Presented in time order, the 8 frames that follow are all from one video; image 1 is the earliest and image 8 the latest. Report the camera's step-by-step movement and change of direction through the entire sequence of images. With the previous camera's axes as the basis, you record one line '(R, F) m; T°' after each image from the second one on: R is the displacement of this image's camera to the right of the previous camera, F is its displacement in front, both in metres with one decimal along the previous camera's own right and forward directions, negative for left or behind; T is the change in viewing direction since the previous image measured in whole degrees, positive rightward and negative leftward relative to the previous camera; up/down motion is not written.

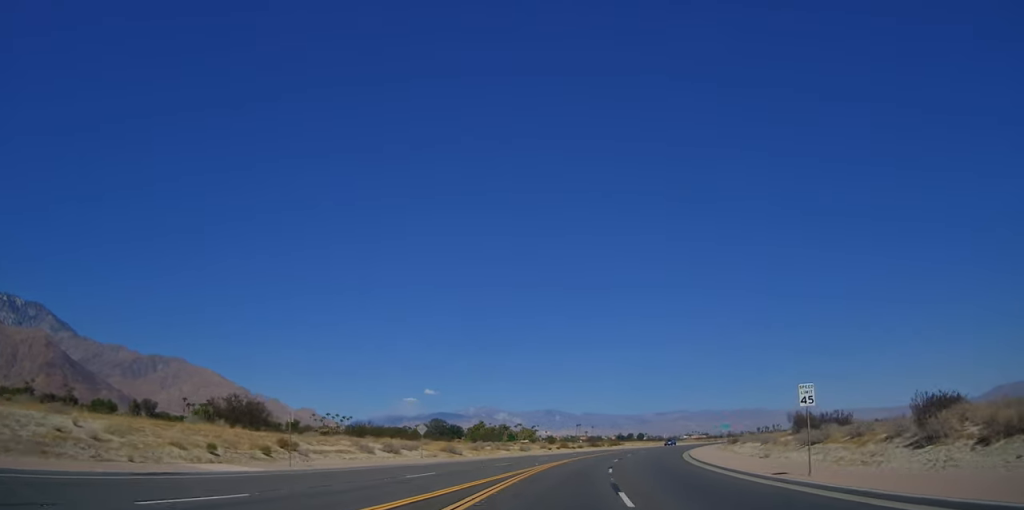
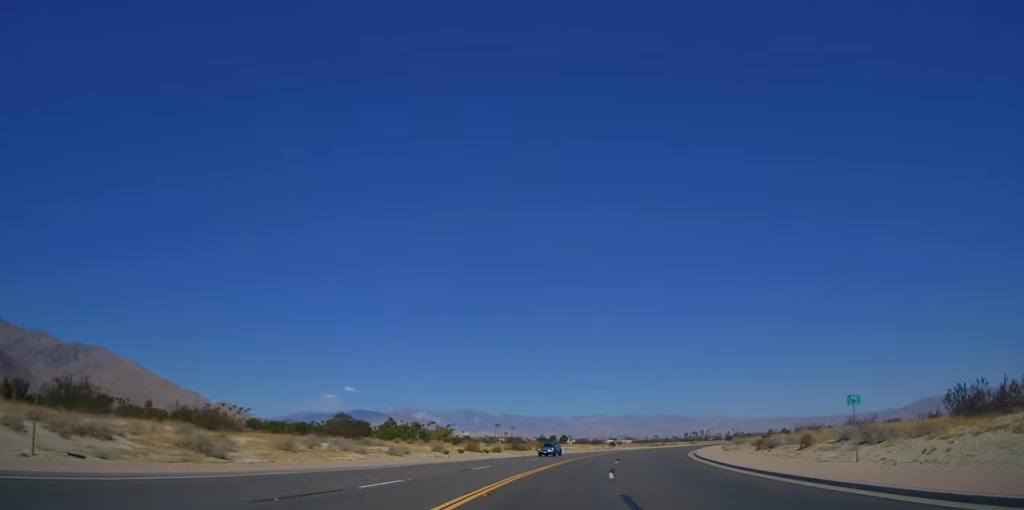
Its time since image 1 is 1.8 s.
(+2.3, +34.6) m; +7°
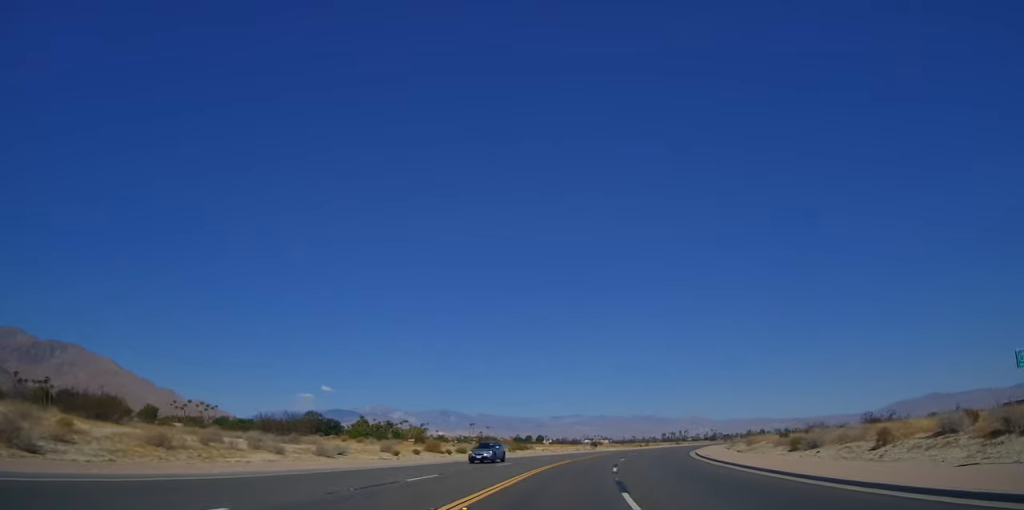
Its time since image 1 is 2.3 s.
(+0.5, +10.4) m; +2°
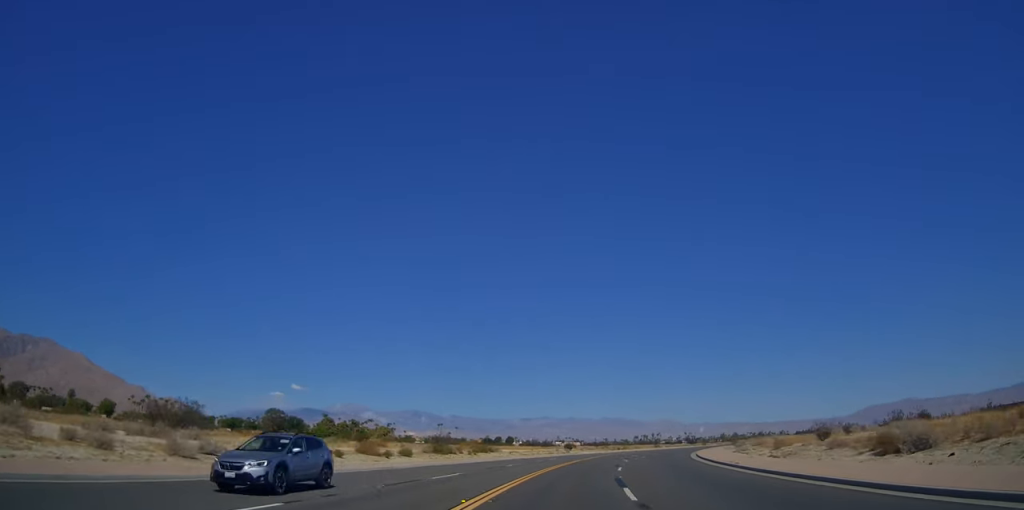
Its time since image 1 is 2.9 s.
(+0.4, +12.3) m; +3°
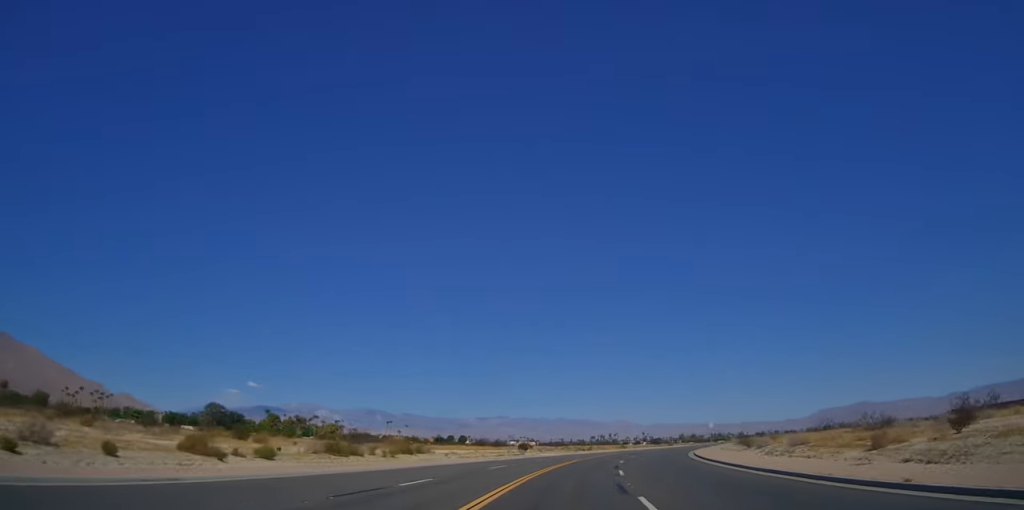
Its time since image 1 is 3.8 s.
(+0.2, +17.6) m; +3°
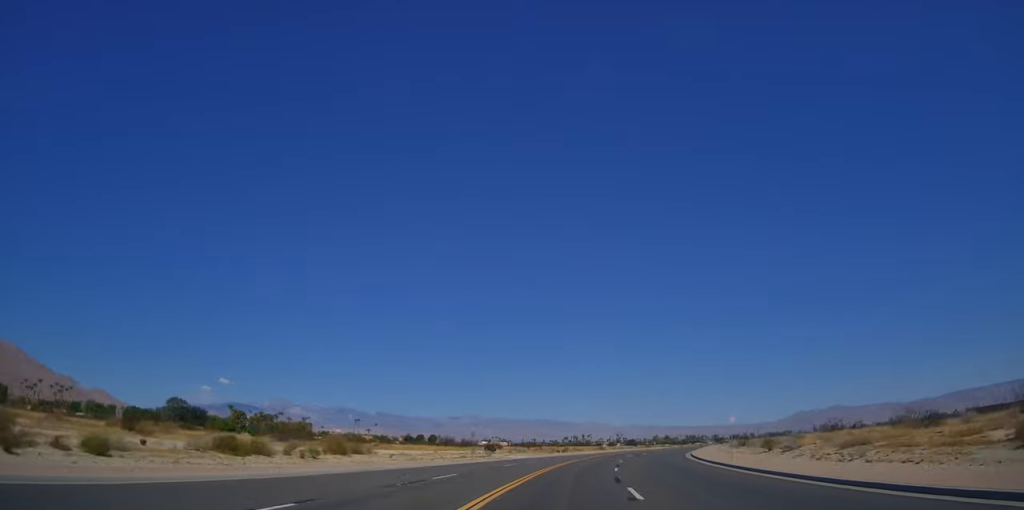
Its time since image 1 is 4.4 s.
(+0.3, +10.5) m; +3°
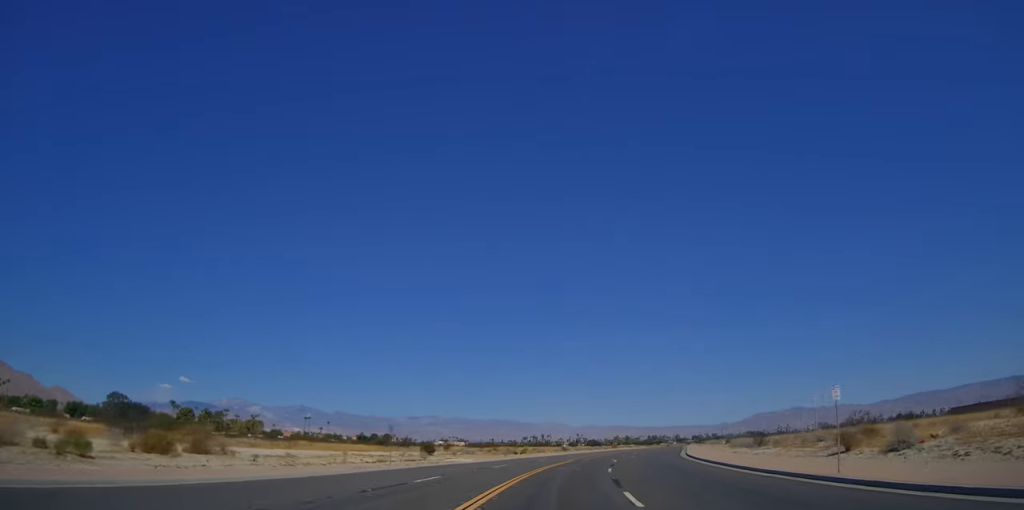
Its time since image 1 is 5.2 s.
(+0.5, +15.8) m; +5°
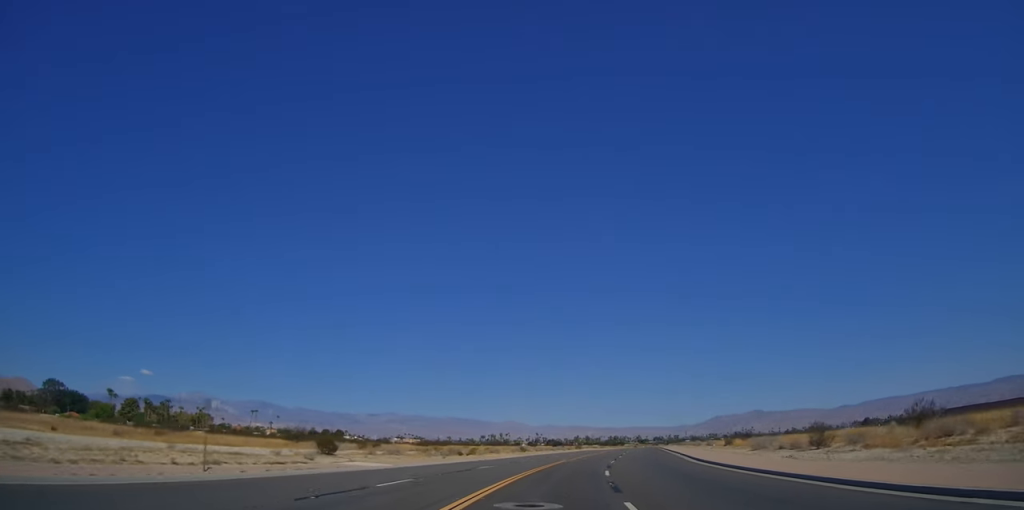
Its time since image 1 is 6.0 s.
(+0.8, +17.4) m; +6°
